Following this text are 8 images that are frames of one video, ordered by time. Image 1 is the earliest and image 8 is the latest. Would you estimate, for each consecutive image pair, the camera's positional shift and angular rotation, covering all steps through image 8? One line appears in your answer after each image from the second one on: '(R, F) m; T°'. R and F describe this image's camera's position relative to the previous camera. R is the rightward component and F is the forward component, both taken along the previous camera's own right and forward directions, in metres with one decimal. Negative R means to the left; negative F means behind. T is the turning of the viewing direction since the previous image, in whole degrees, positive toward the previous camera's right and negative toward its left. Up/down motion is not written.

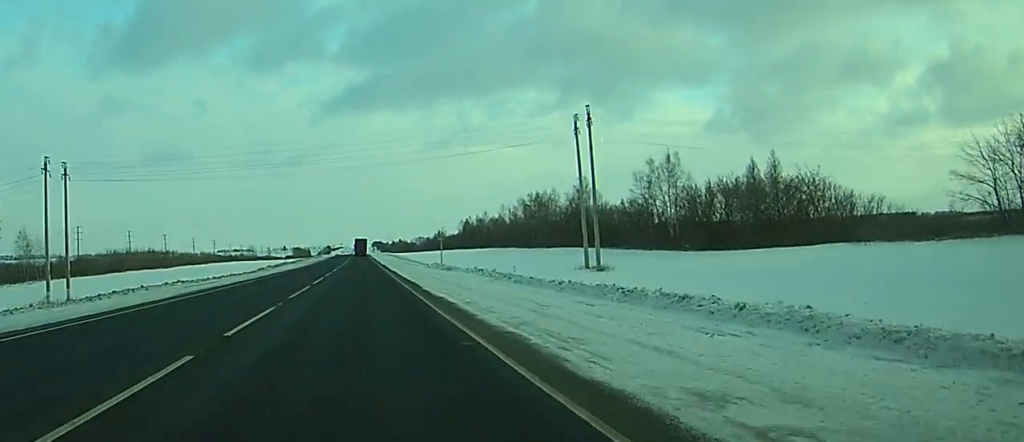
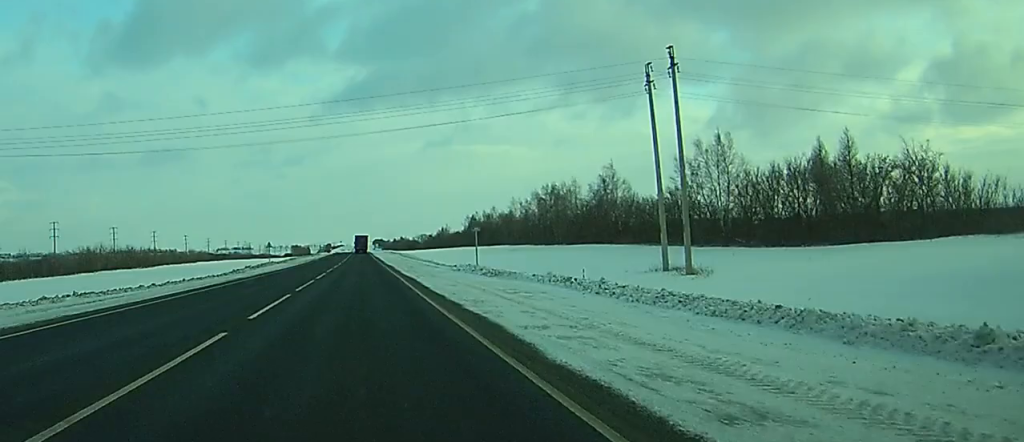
(0.0, +20.9) m; 0°
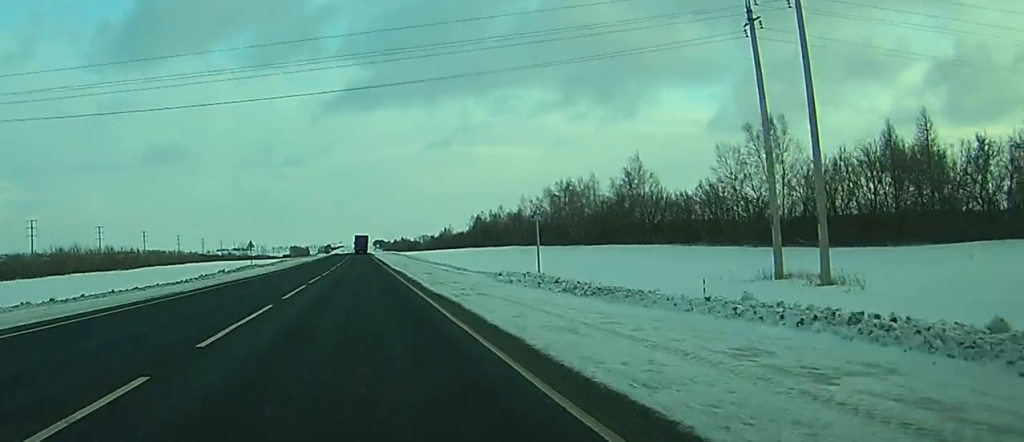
(0.0, +16.7) m; 0°
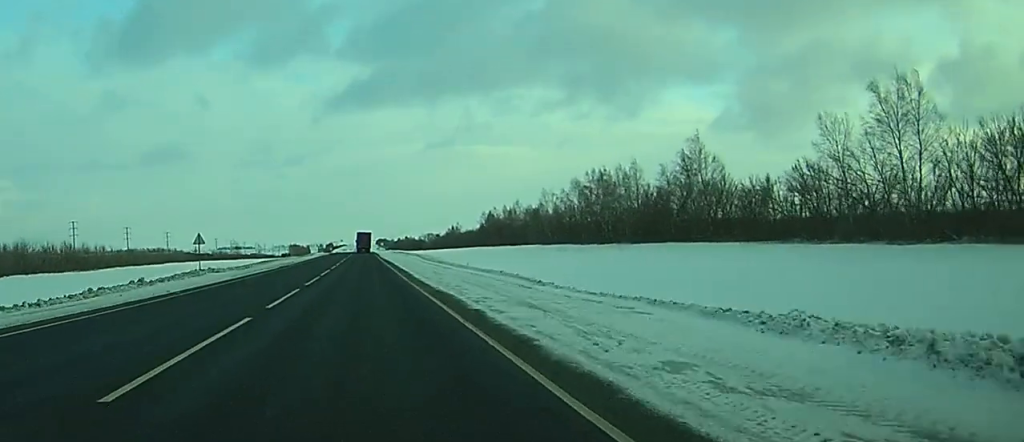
(0.0, +28.1) m; 0°
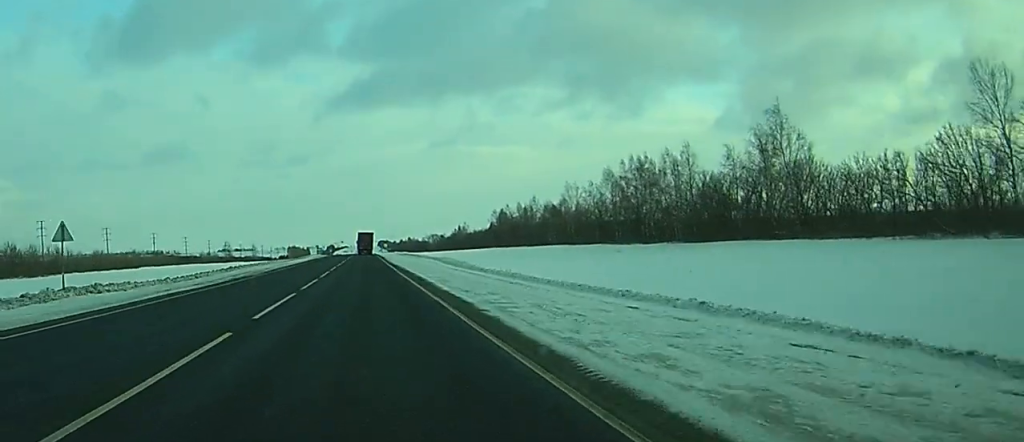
(0.0, +26.9) m; 0°
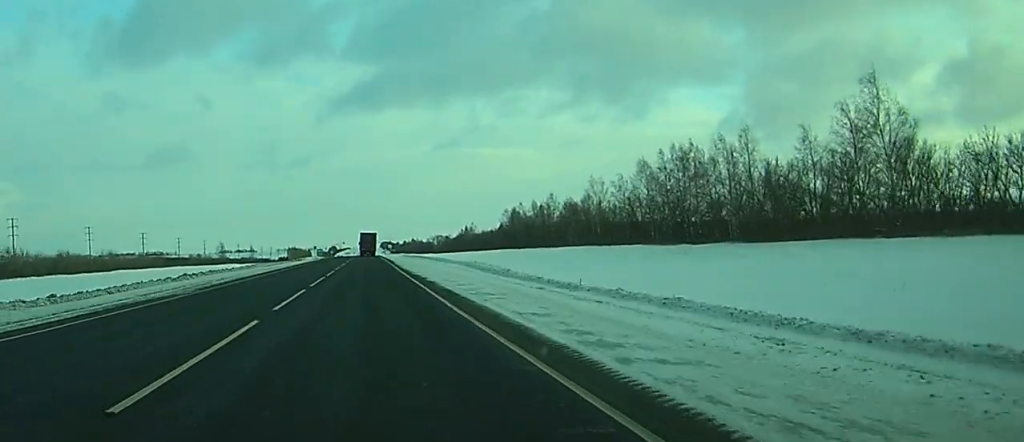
(0.0, +21.6) m; 0°
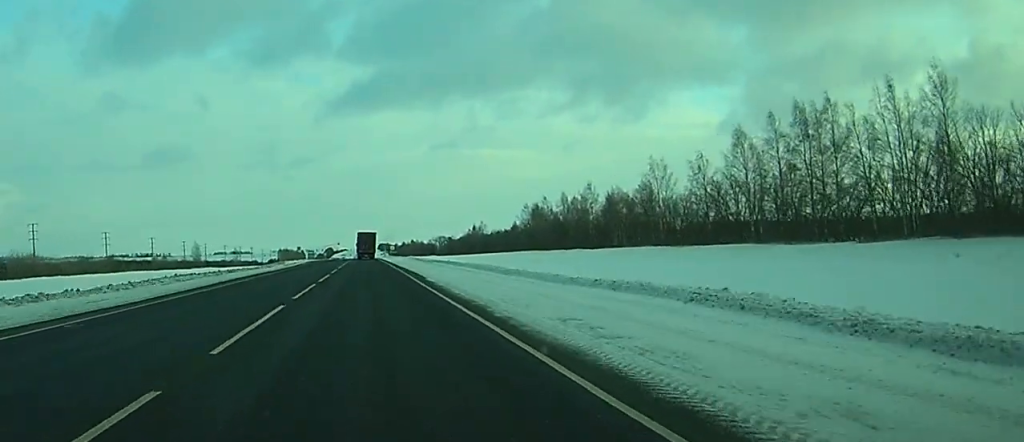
(+0.1, +44.6) m; 0°
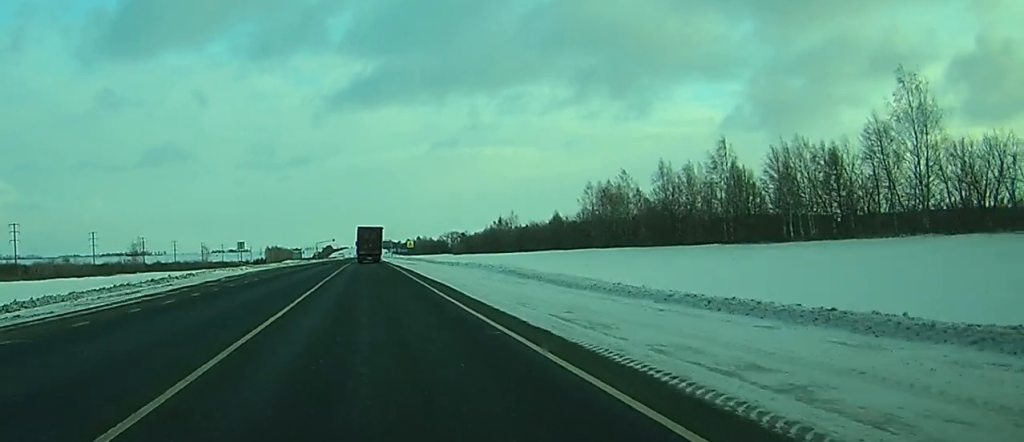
(-0.1, +78.2) m; 0°
